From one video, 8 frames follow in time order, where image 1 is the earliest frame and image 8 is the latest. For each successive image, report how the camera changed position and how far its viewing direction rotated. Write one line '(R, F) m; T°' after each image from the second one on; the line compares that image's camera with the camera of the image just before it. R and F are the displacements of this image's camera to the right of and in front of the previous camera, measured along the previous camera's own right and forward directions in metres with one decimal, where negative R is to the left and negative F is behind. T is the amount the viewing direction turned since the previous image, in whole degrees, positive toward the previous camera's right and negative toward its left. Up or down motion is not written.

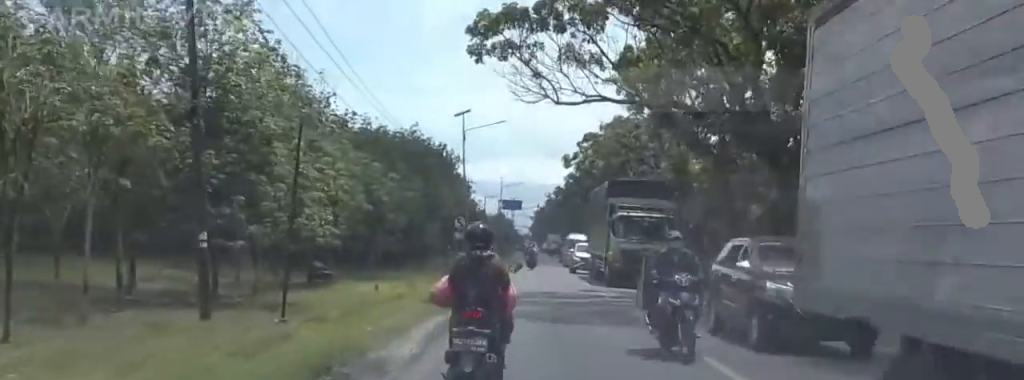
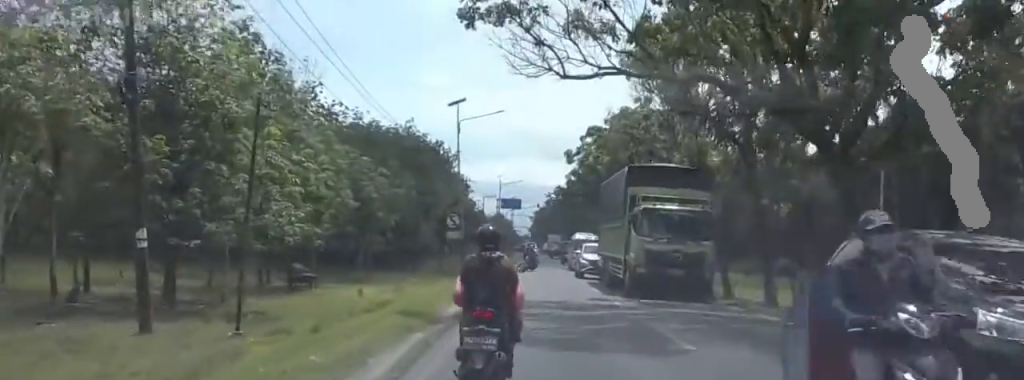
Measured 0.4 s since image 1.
(0.0, +4.2) m; 0°
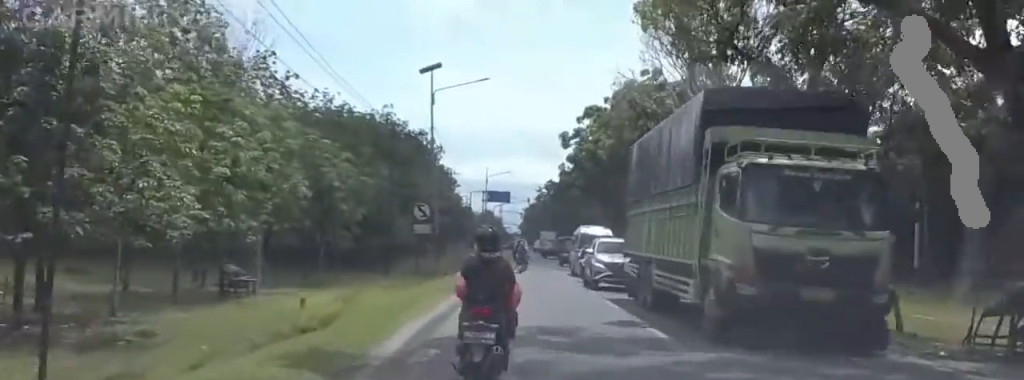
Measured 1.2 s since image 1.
(0.0, +8.3) m; 0°
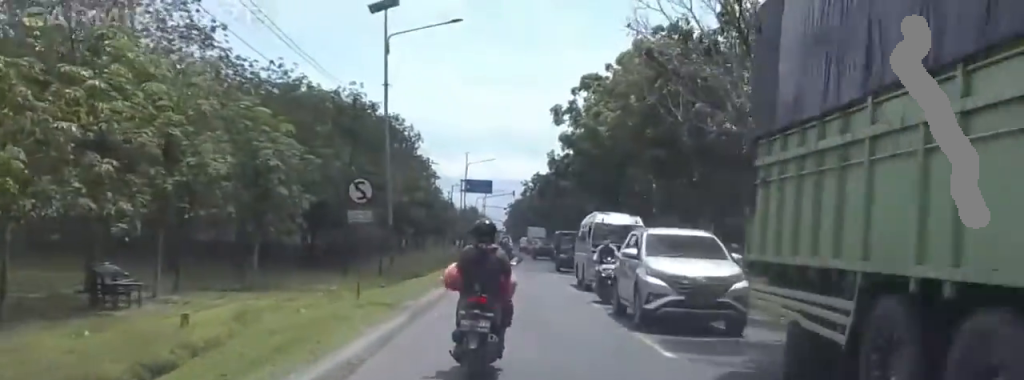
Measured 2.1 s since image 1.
(0.0, +9.2) m; 0°
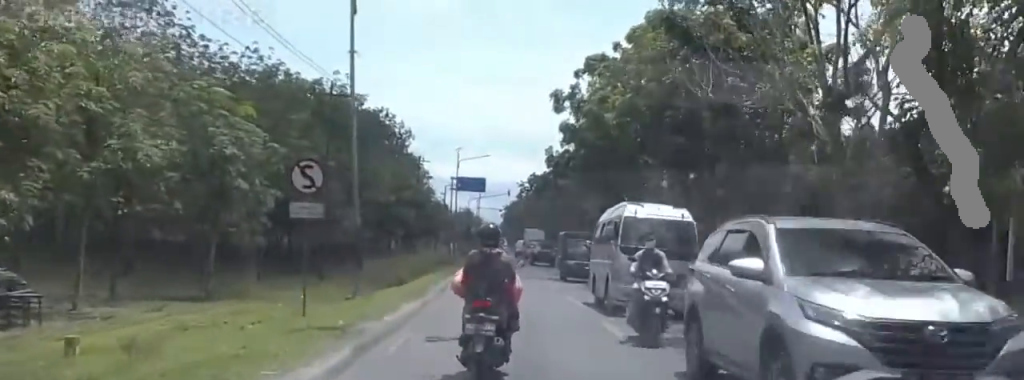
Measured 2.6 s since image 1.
(0.0, +5.0) m; 0°
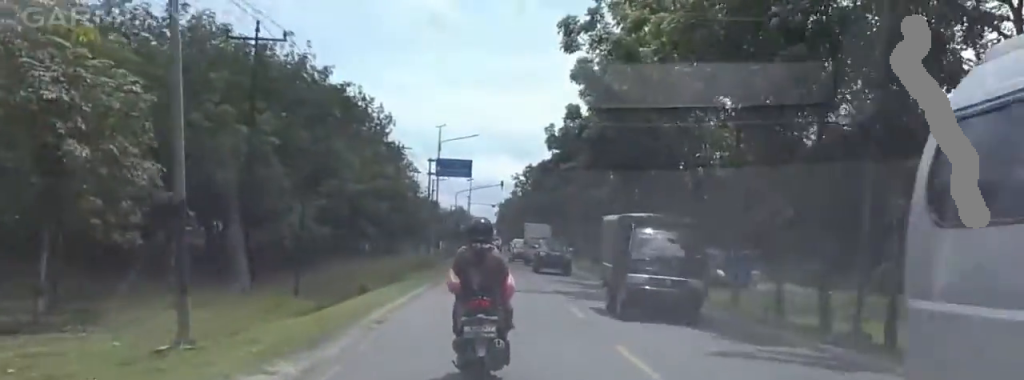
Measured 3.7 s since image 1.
(0.0, +12.5) m; 0°
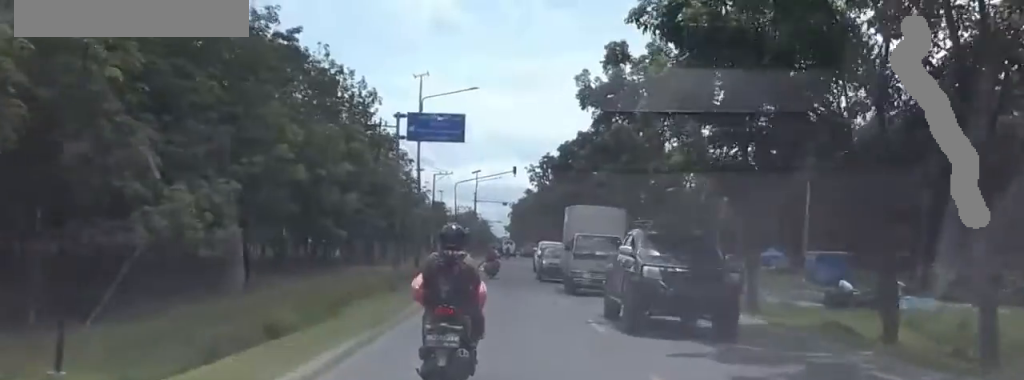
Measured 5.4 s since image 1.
(0.0, +19.6) m; 0°
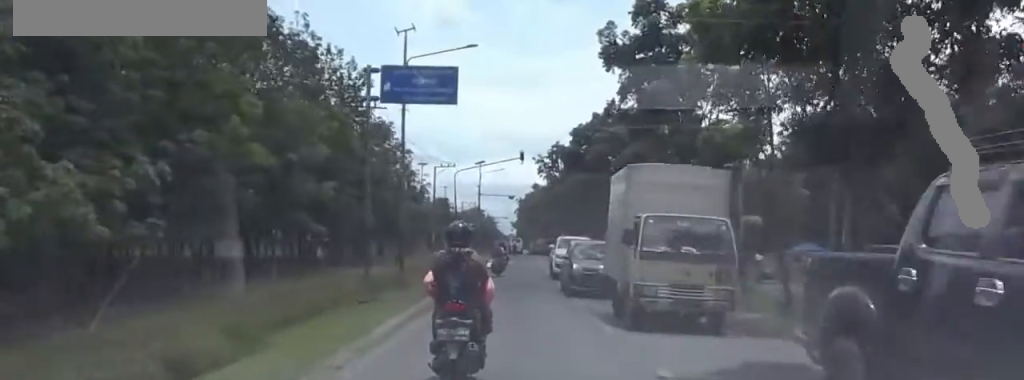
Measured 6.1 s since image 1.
(0.0, +8.1) m; 0°
